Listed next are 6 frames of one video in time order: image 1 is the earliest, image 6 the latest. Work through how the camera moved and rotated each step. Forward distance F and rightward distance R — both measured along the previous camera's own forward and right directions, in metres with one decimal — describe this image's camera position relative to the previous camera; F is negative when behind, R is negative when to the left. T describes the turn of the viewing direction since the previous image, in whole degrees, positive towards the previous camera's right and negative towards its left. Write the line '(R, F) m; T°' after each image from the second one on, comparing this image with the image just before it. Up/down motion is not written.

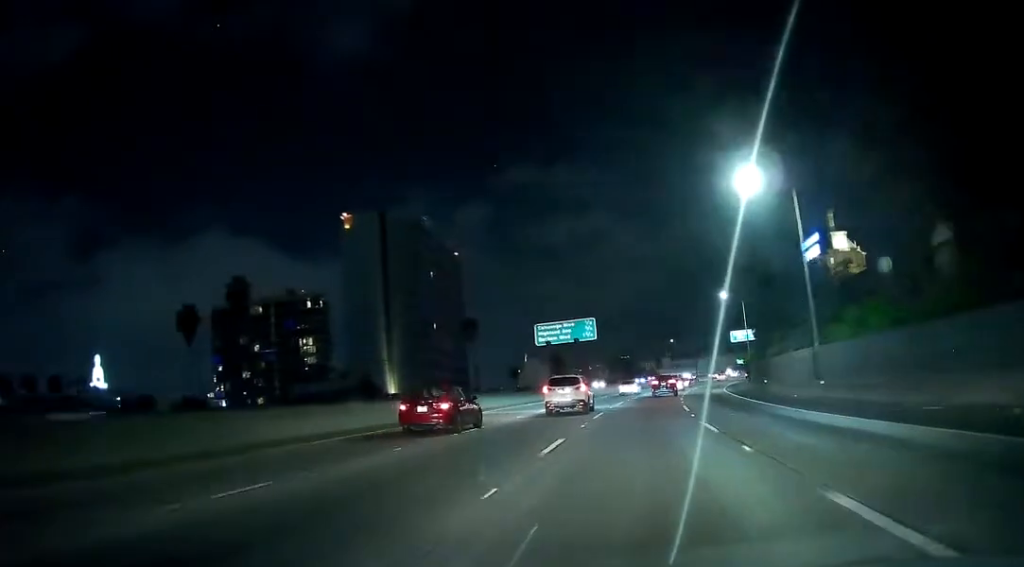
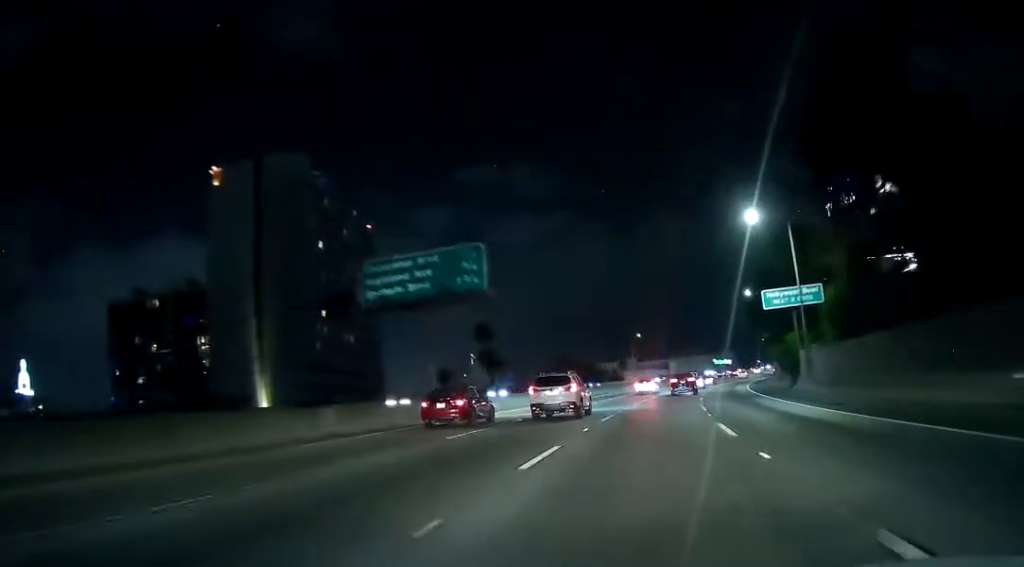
(+0.9, +45.9) m; +4°
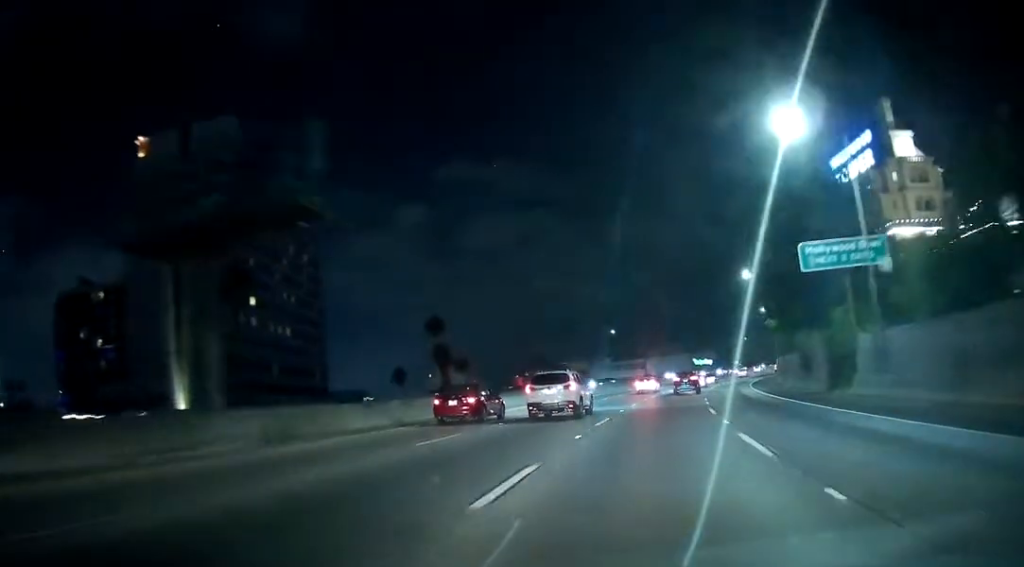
(+0.5, +17.8) m; +2°
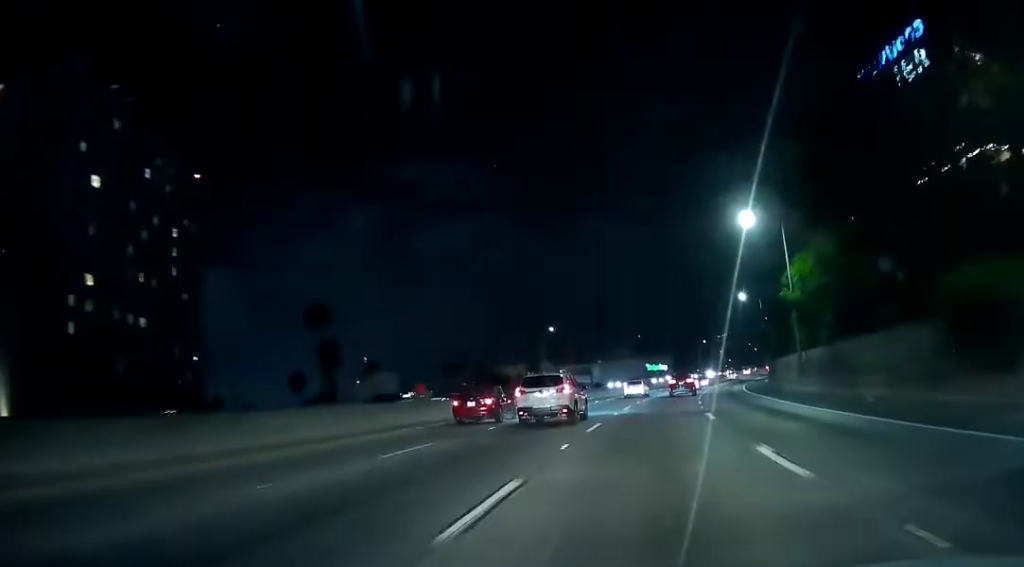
(+0.7, +30.8) m; +3°
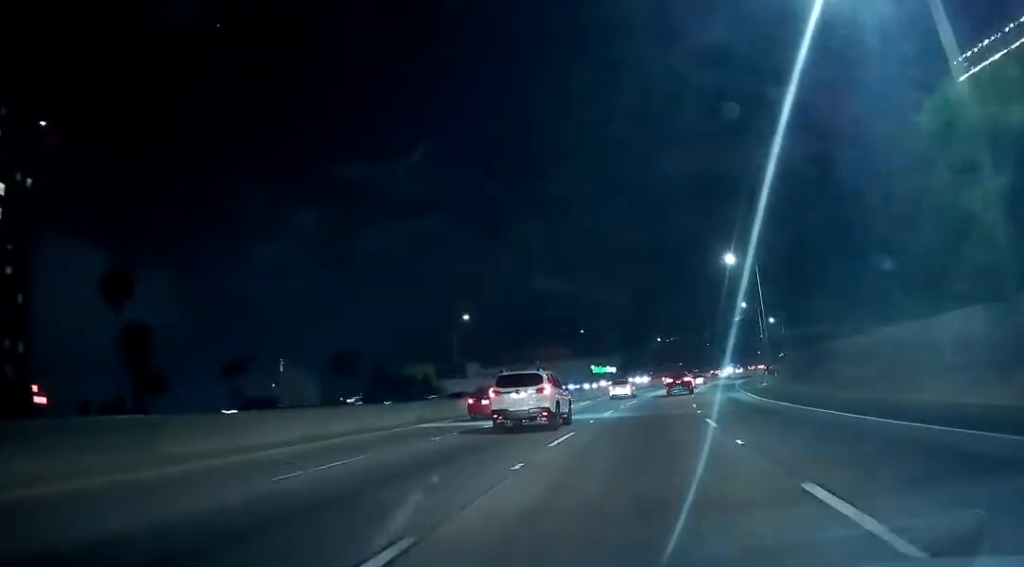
(+1.6, +34.7) m; +5°
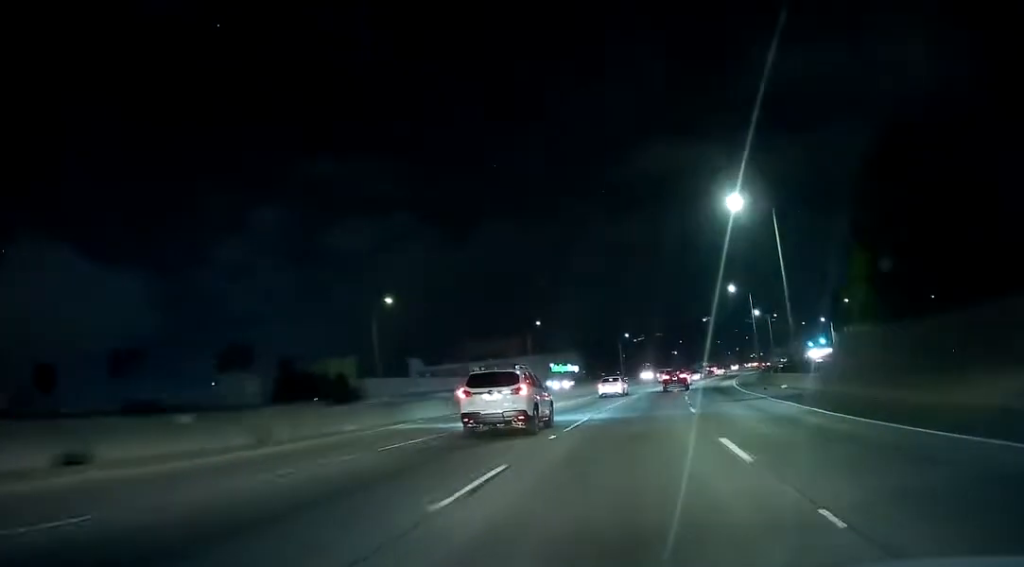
(+0.6, +22.3) m; +2°
